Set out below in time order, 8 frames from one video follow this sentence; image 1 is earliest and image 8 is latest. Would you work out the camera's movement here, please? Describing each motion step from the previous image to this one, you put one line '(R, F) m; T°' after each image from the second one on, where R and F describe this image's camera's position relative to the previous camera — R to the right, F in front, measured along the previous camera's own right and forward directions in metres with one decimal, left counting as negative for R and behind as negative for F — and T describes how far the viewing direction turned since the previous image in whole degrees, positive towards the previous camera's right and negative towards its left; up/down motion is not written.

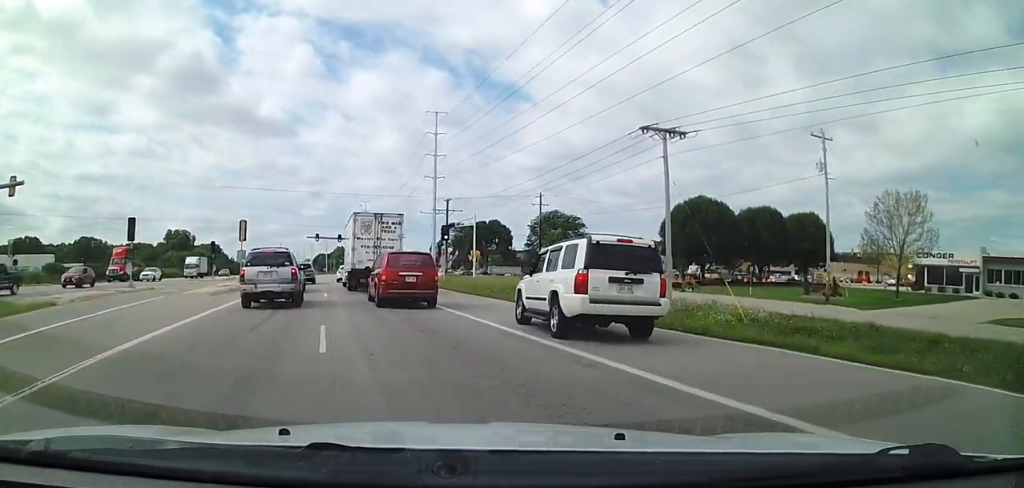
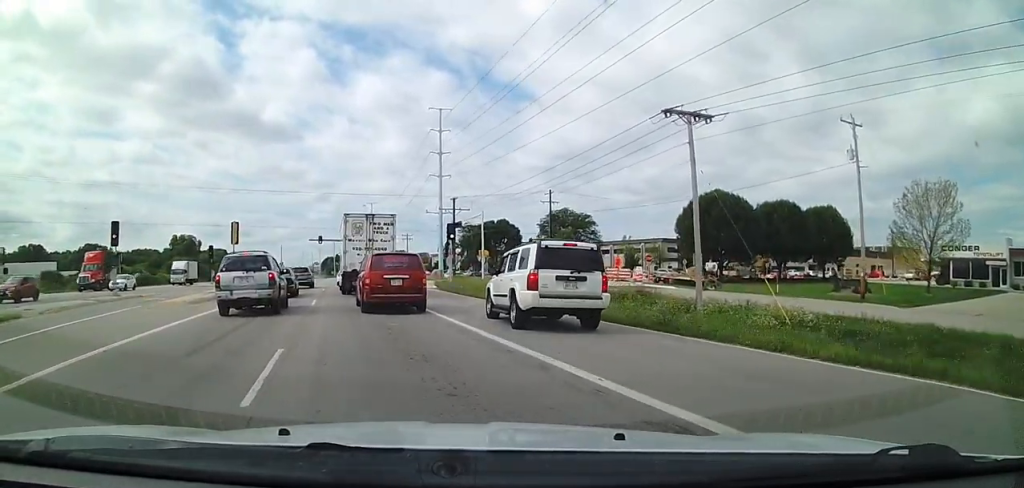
(+0.2, +3.2) m; -2°
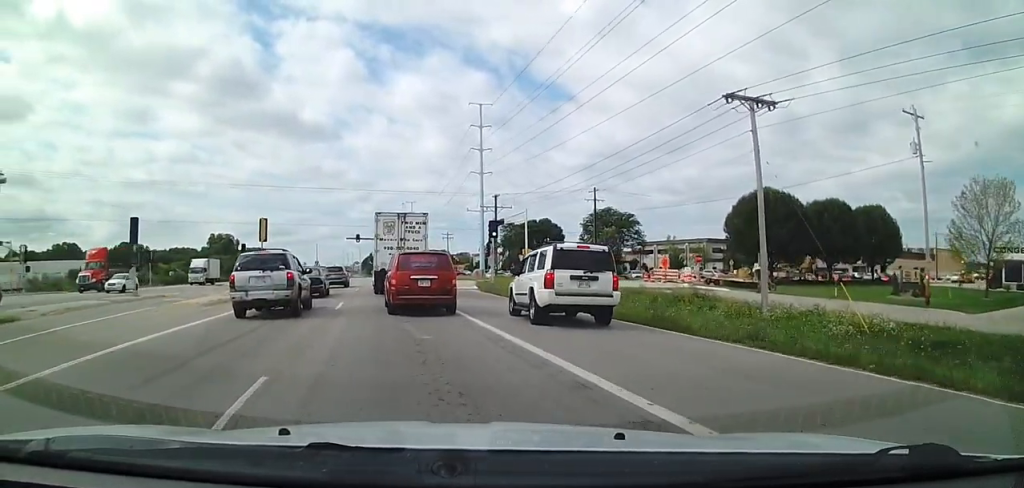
(+0.2, +2.6) m; -2°
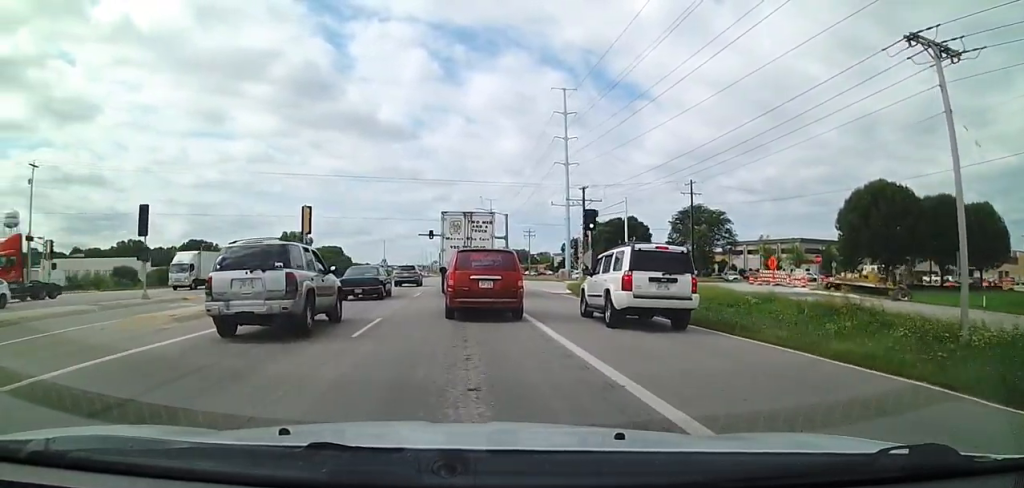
(-1.0, +7.5) m; -10°
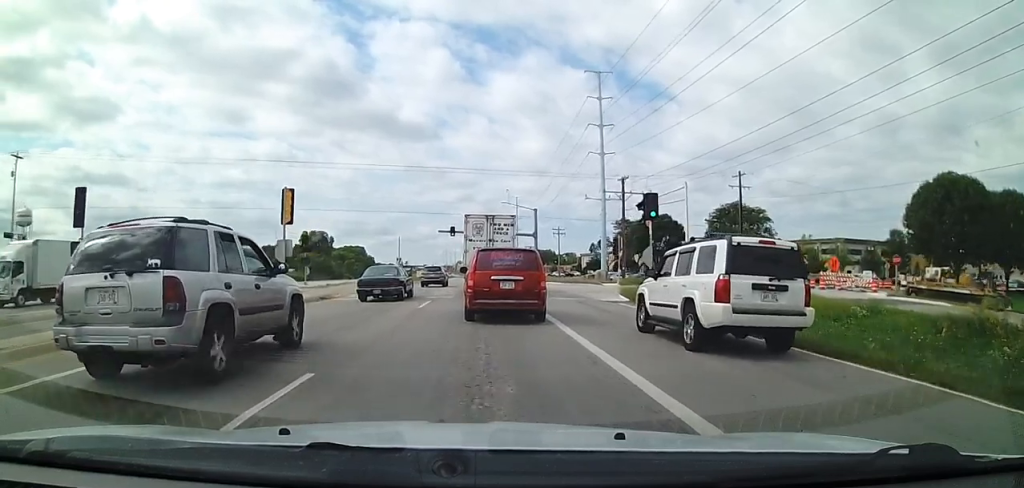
(-0.4, +7.4) m; -4°
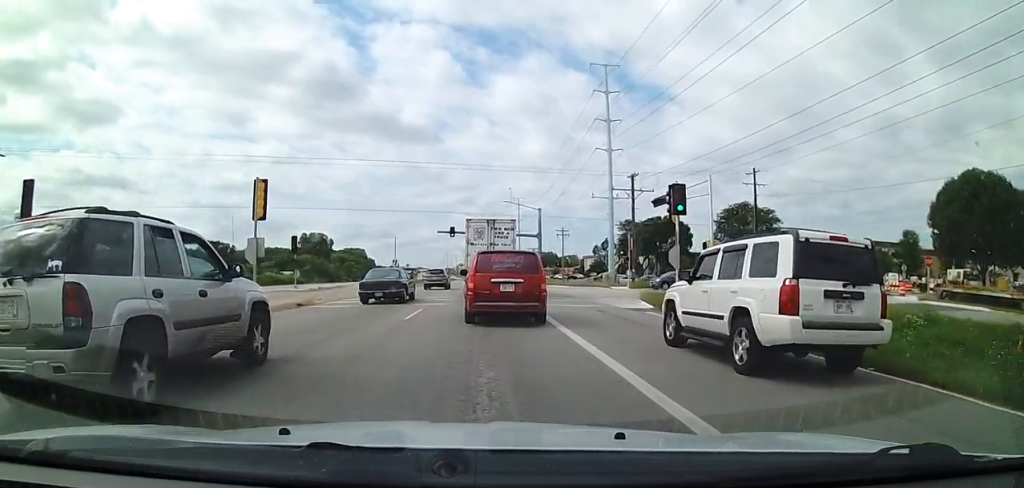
(-0.1, +3.5) m; 0°
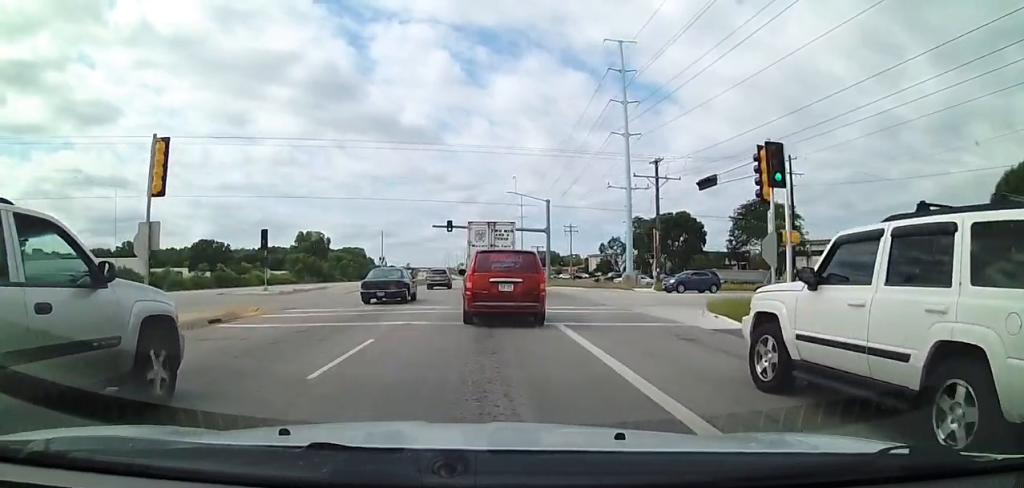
(+0.1, +7.5) m; +1°
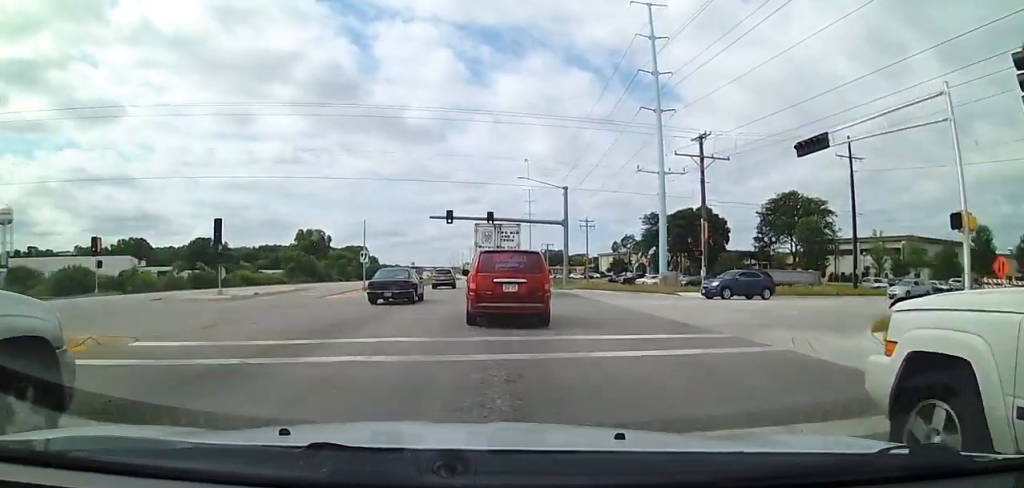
(+0.1, +8.7) m; +1°
